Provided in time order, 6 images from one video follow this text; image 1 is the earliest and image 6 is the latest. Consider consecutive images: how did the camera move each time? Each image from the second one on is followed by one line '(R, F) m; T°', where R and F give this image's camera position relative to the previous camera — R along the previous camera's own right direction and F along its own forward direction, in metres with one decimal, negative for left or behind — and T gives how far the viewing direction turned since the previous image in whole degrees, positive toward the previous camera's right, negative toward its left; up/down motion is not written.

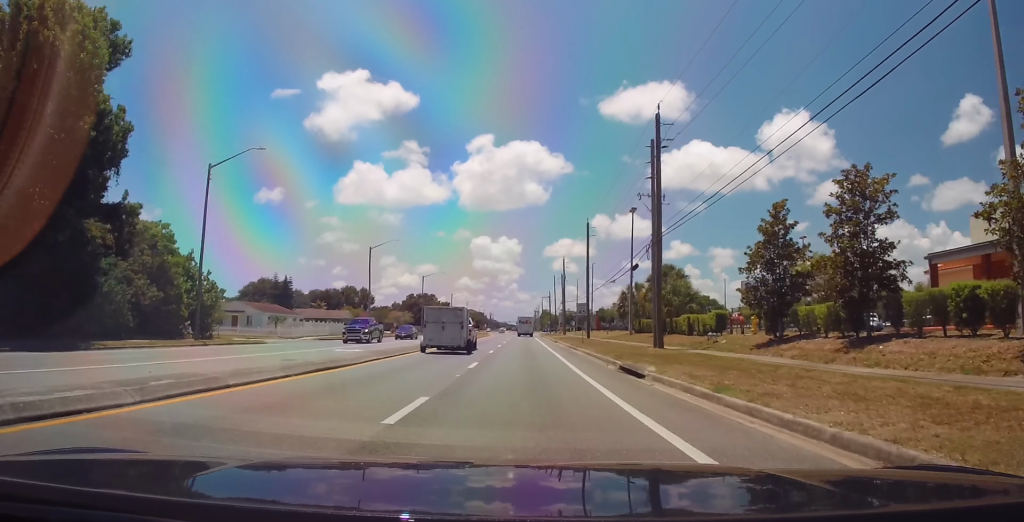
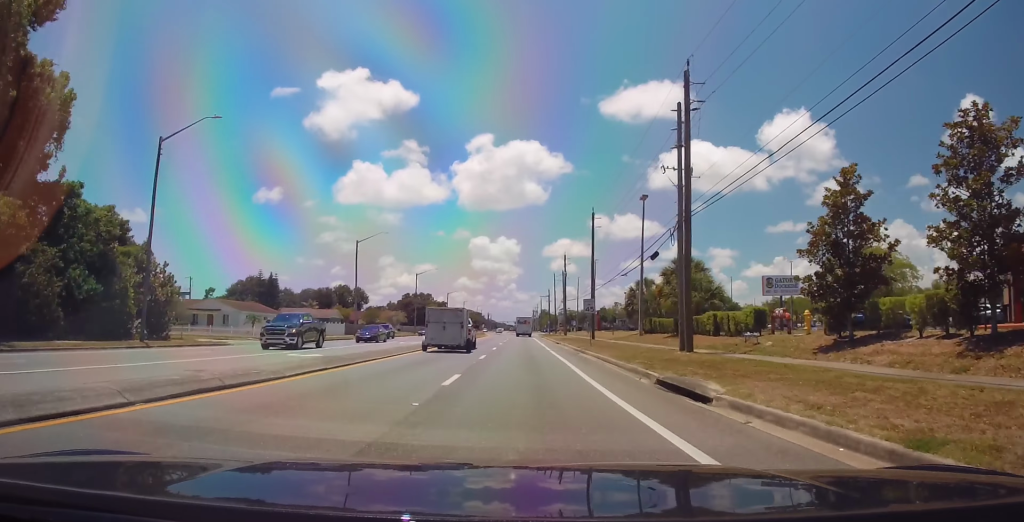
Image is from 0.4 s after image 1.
(0.0, +6.4) m; 0°
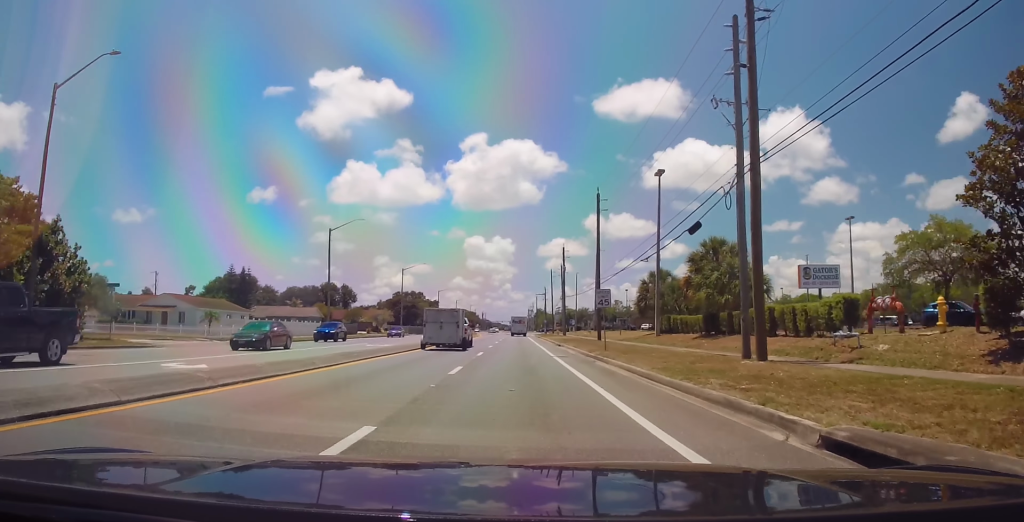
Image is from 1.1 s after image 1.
(+0.3, +9.3) m; +1°
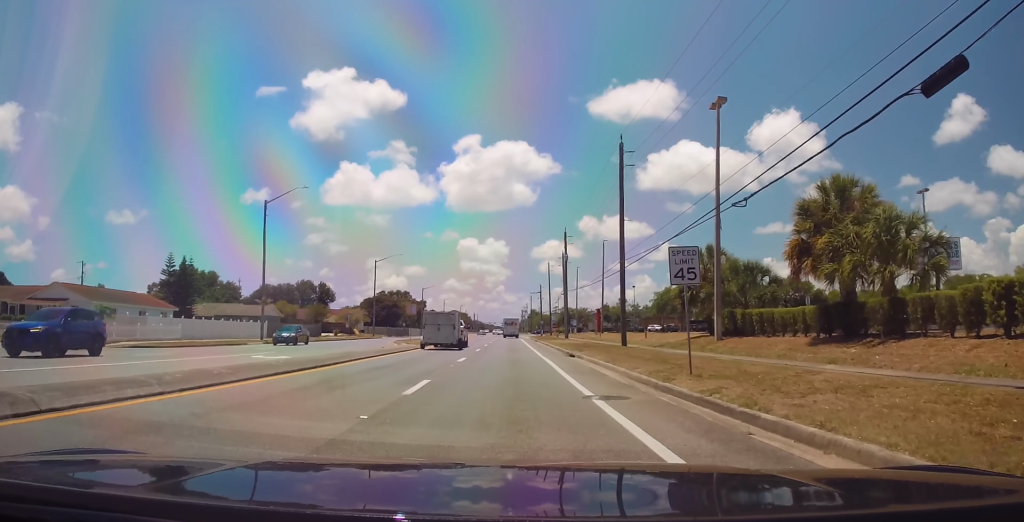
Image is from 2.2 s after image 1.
(+0.1, +16.7) m; 0°
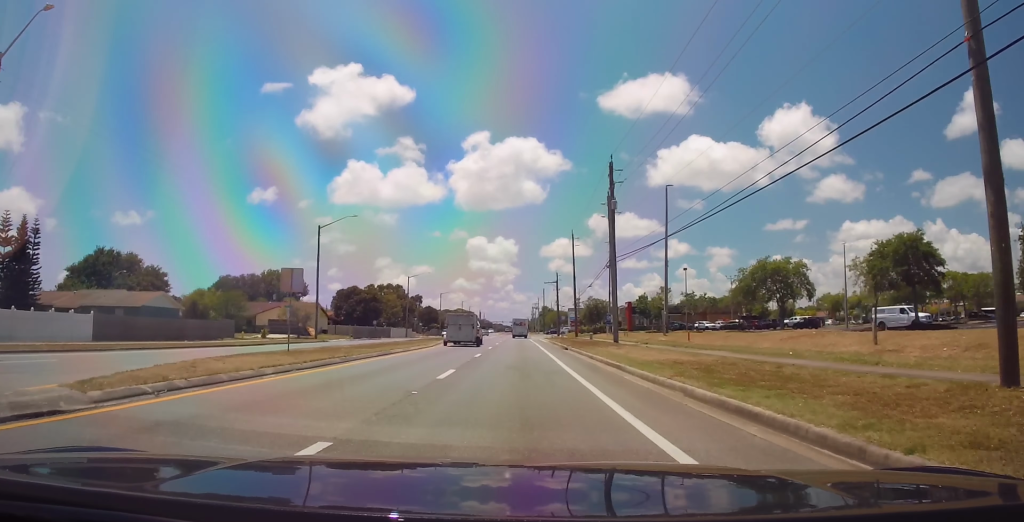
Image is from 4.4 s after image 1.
(0.0, +32.7) m; 0°
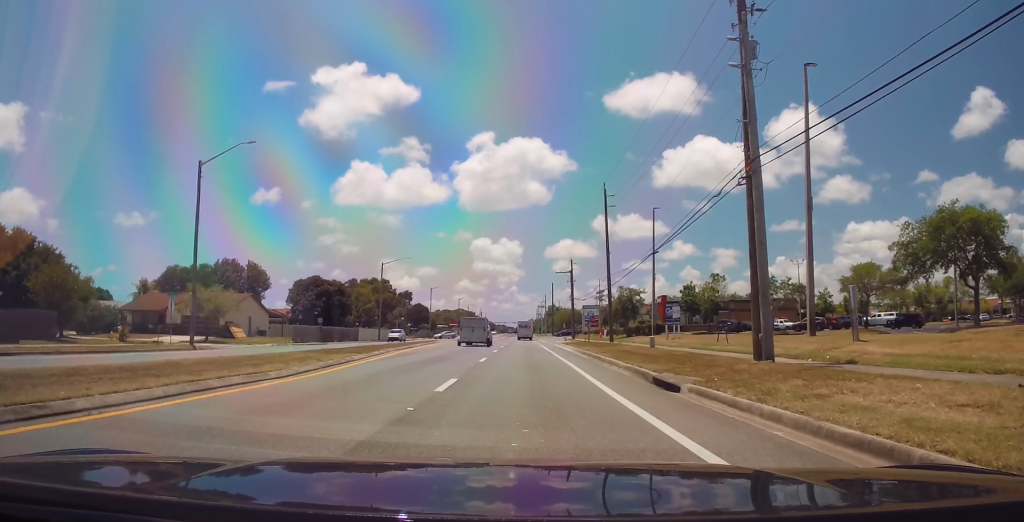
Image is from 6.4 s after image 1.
(0.0, +27.3) m; 0°
